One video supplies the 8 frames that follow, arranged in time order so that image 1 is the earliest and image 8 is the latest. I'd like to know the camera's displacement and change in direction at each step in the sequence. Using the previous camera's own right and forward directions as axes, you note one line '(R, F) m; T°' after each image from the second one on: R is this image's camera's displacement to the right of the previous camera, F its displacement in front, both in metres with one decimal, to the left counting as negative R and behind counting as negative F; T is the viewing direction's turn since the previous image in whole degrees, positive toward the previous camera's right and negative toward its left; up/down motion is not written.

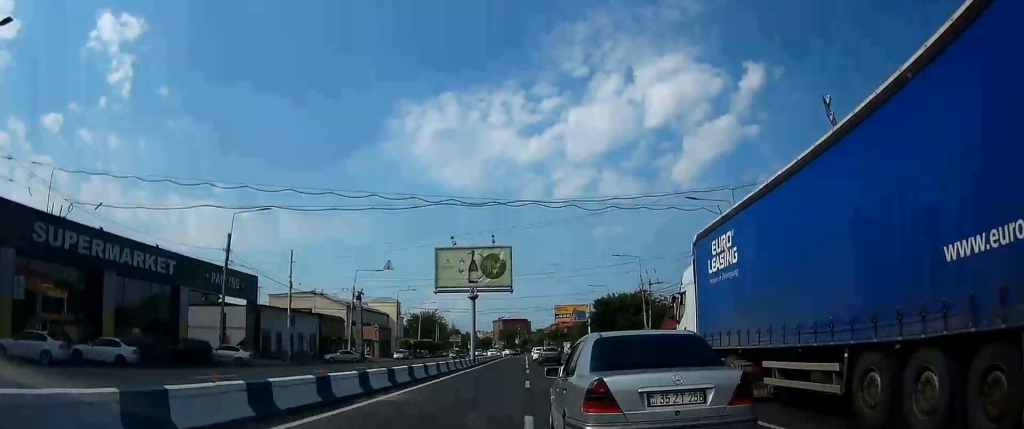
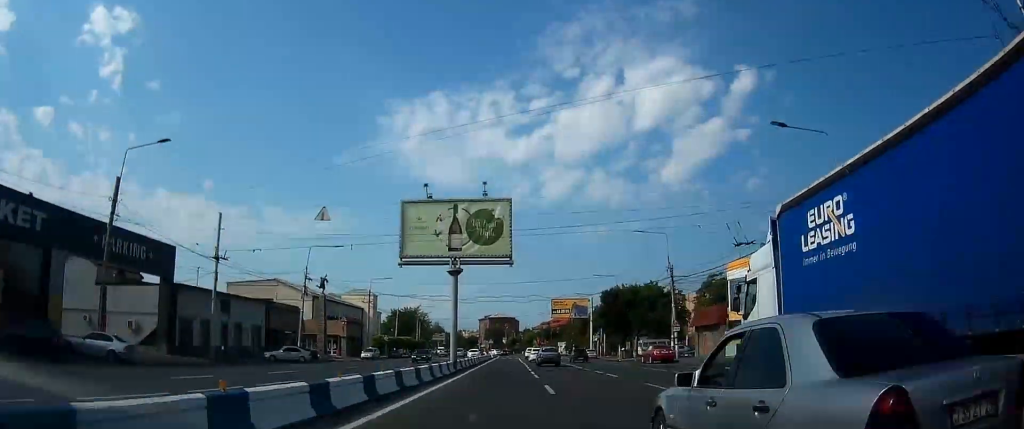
(-0.2, +14.5) m; 0°
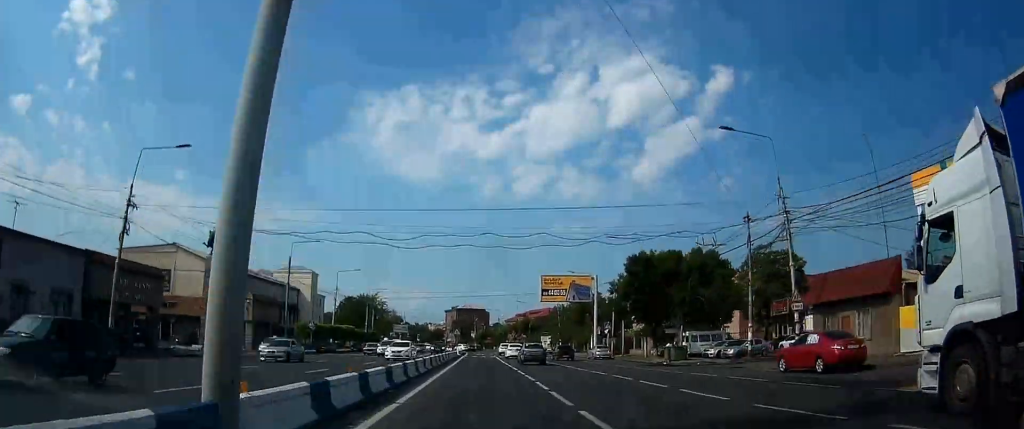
(+0.4, +22.7) m; +2°
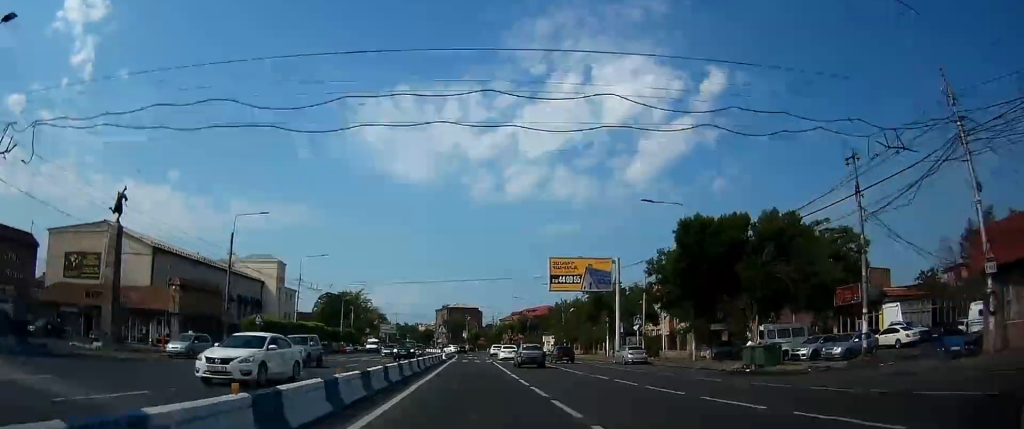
(+0.1, +14.8) m; 0°
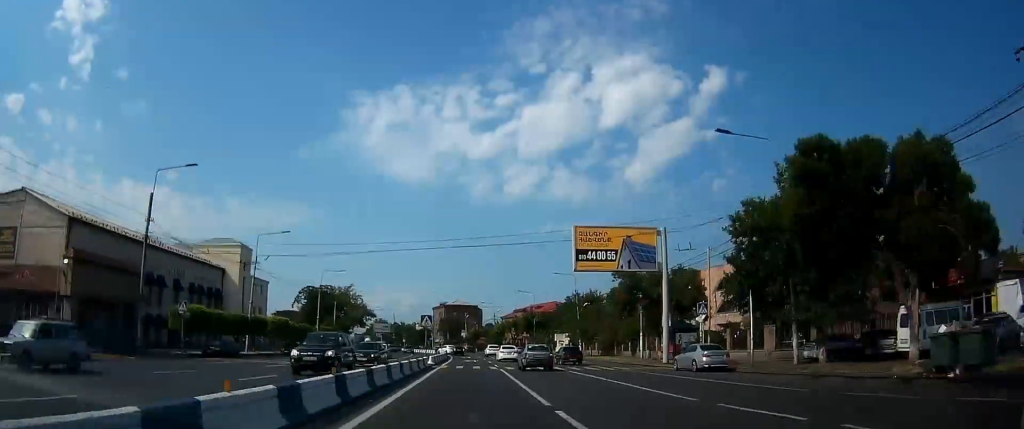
(-0.1, +15.2) m; +1°
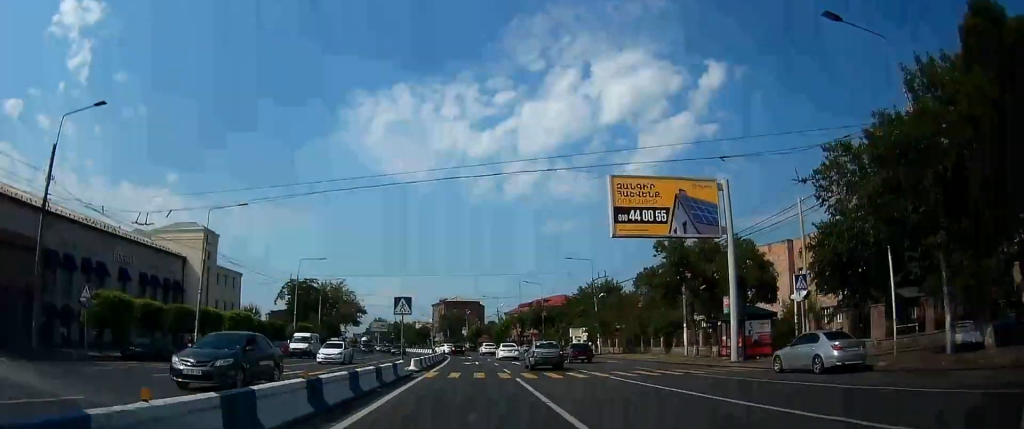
(-0.1, +11.9) m; +2°
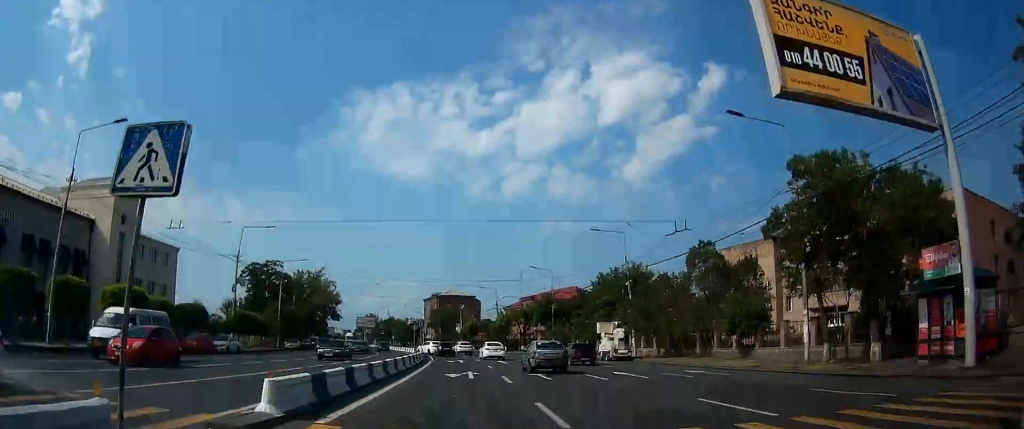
(+0.9, +18.2) m; +1°
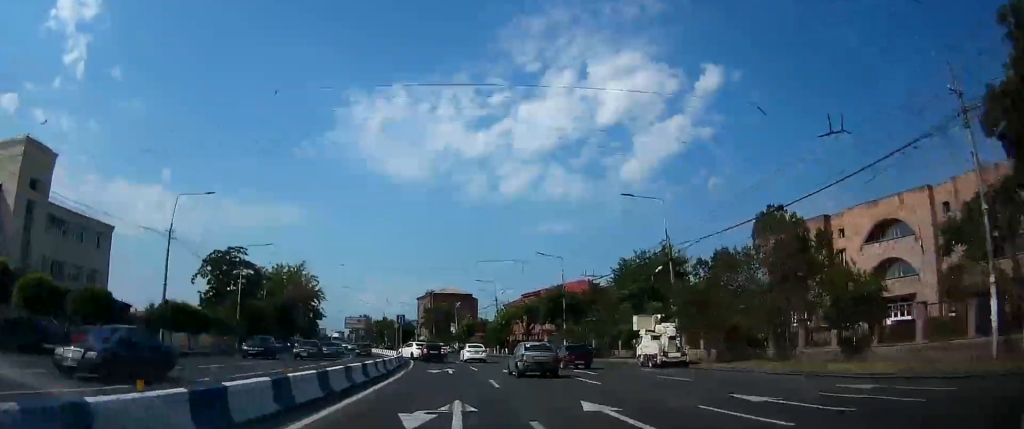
(-0.3, +13.0) m; -1°
